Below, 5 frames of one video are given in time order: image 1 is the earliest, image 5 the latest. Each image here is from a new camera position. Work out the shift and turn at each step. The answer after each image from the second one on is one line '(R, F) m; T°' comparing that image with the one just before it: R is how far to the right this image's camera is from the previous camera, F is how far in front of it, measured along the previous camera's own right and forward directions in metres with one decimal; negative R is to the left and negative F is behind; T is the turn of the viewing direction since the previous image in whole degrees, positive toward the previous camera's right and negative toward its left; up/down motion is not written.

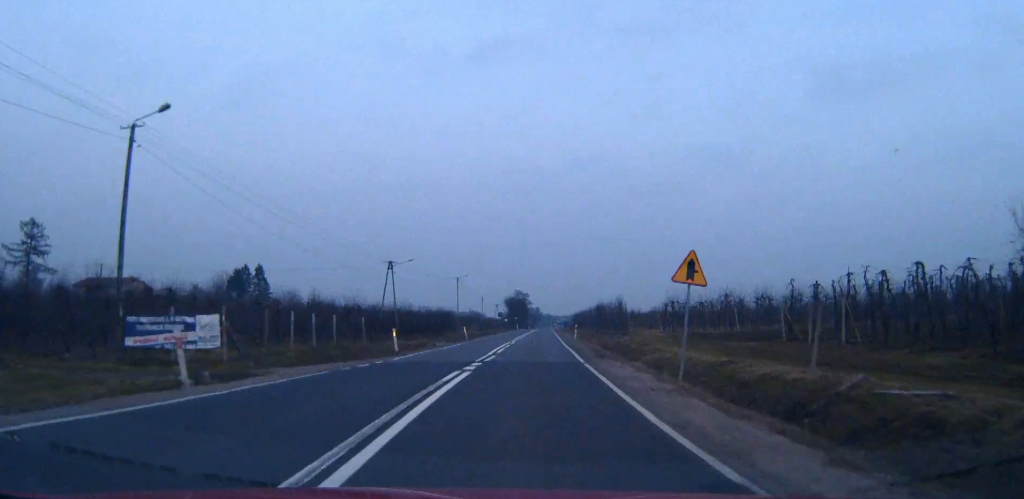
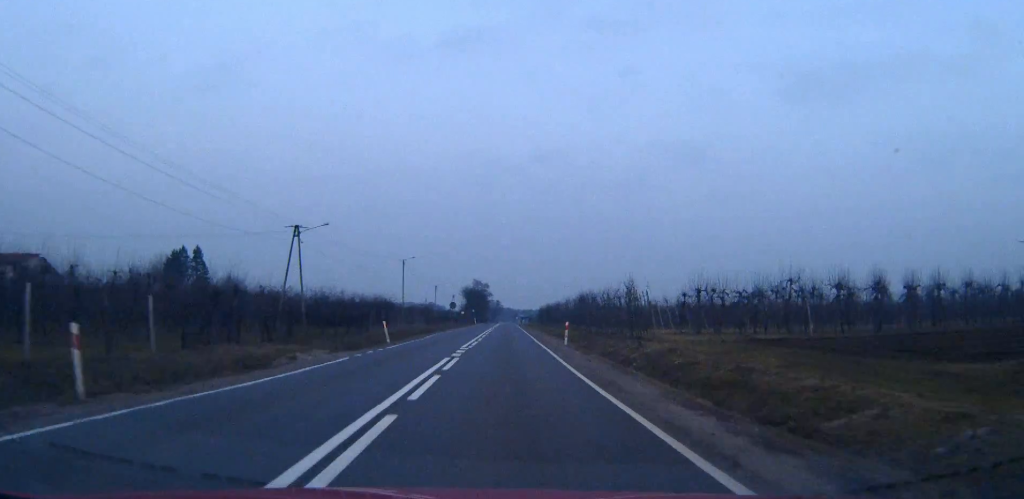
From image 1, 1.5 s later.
(+1.2, +23.4) m; +5°
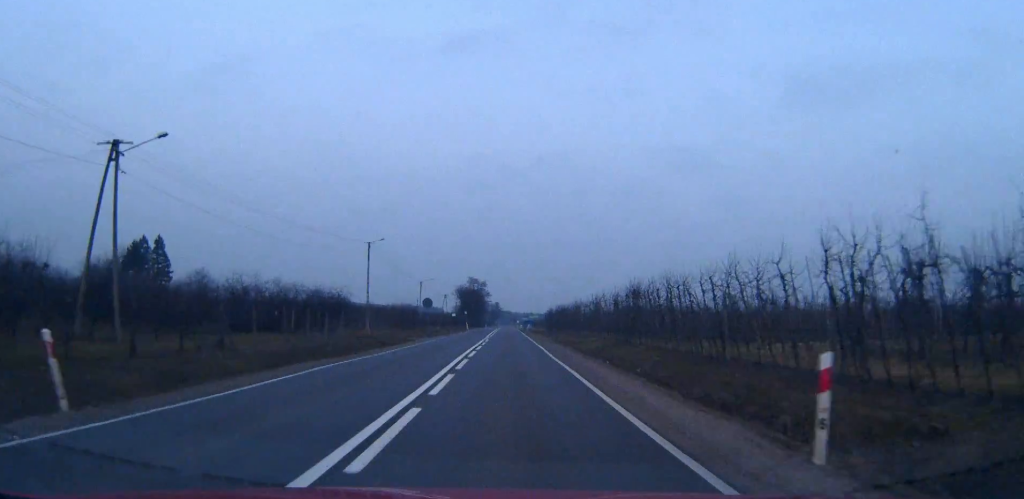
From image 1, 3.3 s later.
(+0.4, +28.9) m; +1°
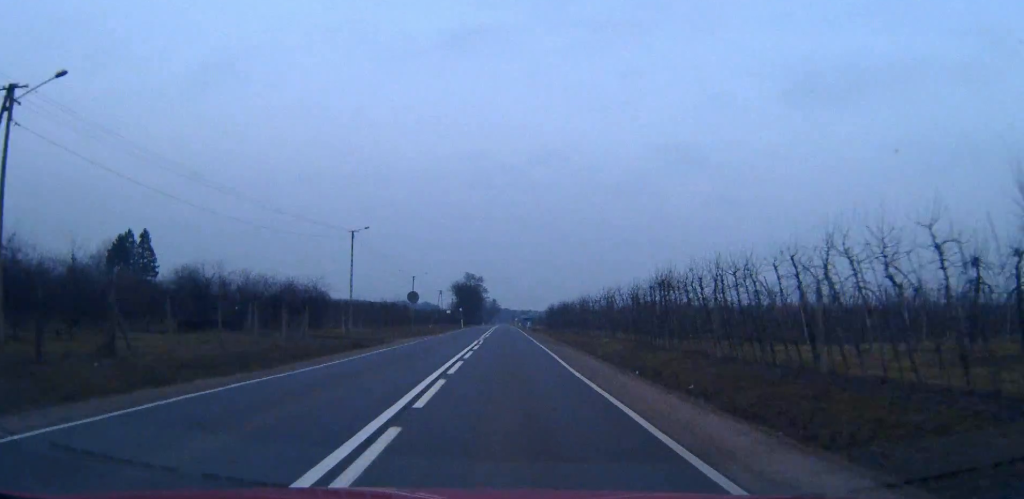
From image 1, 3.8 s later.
(0.0, +8.1) m; 0°
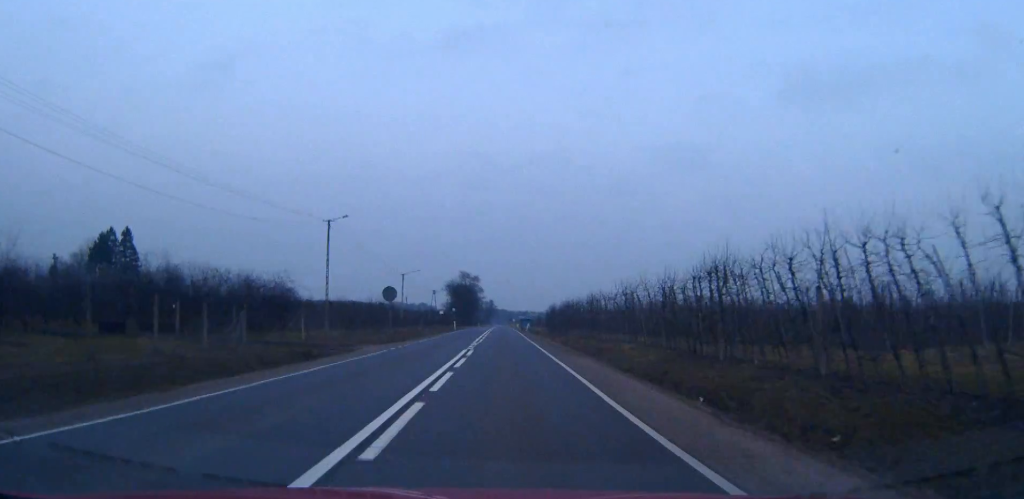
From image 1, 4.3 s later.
(0.0, +9.2) m; 0°
